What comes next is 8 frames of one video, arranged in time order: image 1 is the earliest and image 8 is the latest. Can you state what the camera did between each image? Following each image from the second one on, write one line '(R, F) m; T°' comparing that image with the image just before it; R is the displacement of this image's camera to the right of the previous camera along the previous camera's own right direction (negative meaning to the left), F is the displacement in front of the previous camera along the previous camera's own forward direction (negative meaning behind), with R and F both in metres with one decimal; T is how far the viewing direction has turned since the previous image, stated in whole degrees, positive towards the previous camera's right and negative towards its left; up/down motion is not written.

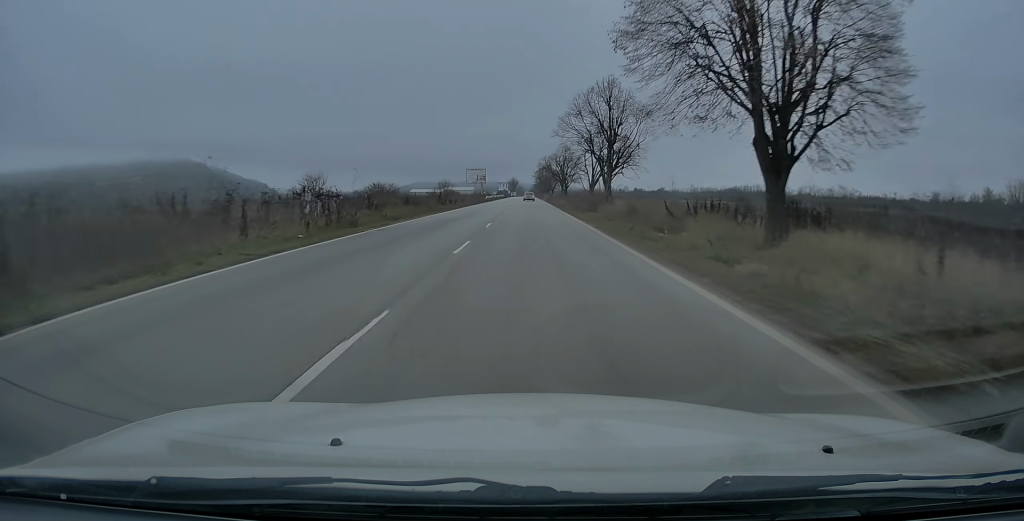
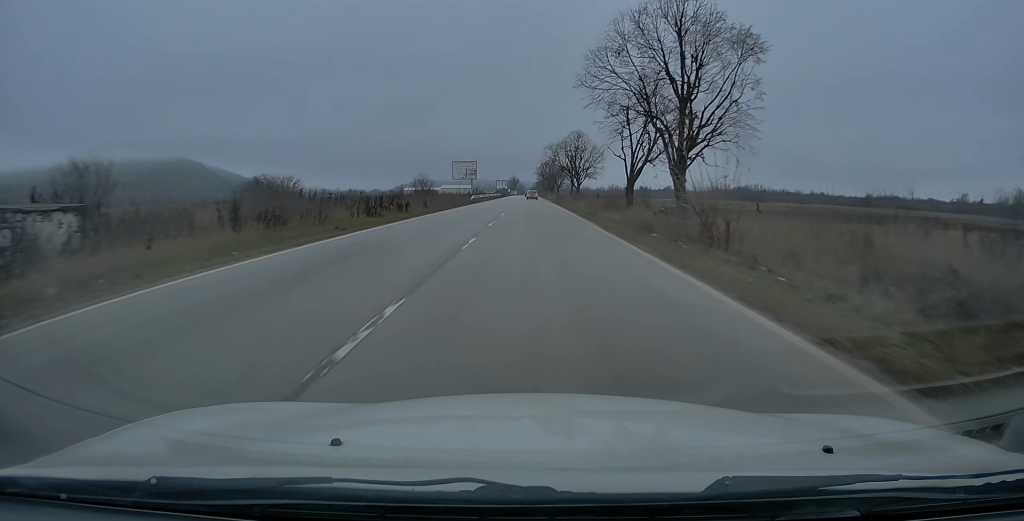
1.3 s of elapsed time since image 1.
(0.0, +26.6) m; 0°
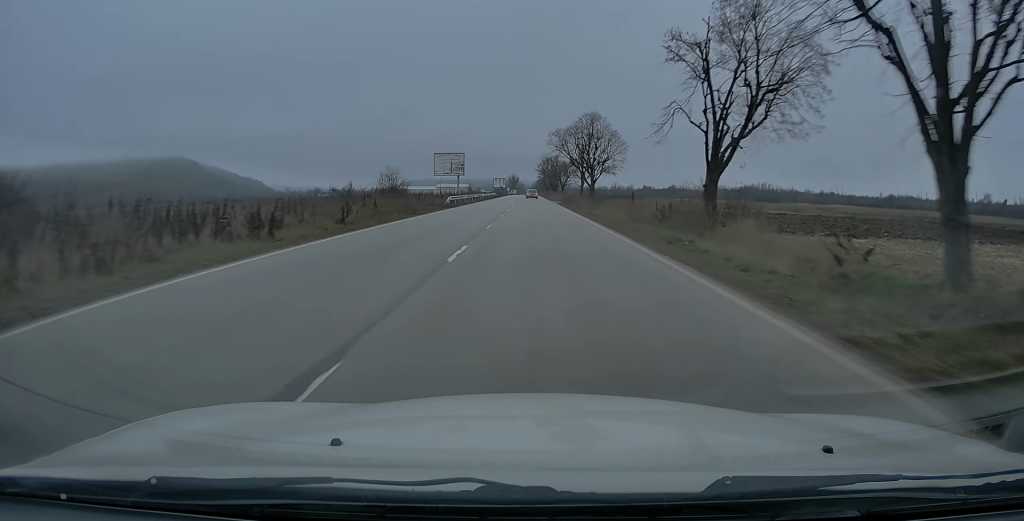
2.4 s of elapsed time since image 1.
(0.0, +20.8) m; 0°
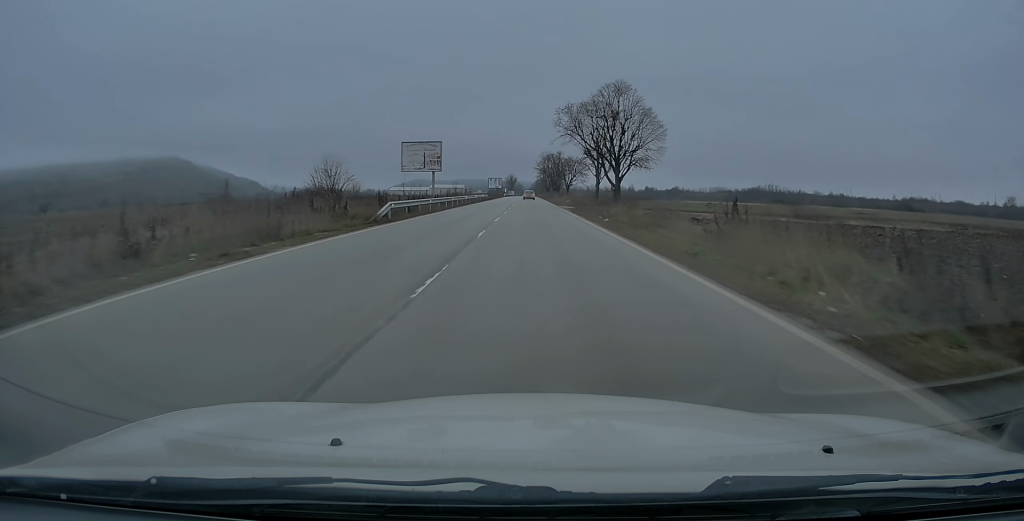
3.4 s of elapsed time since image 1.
(-0.1, +21.5) m; 0°
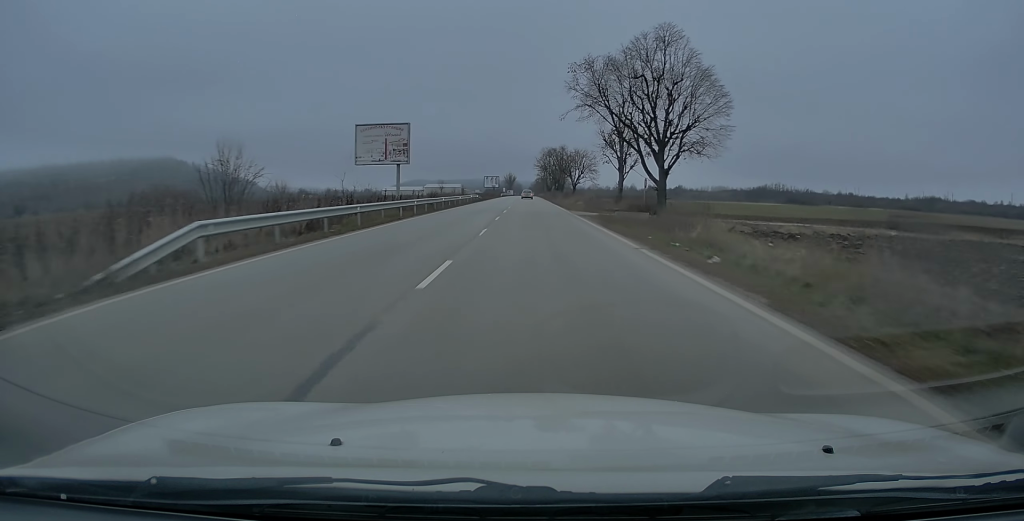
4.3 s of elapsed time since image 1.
(+0.1, +17.5) m; 0°
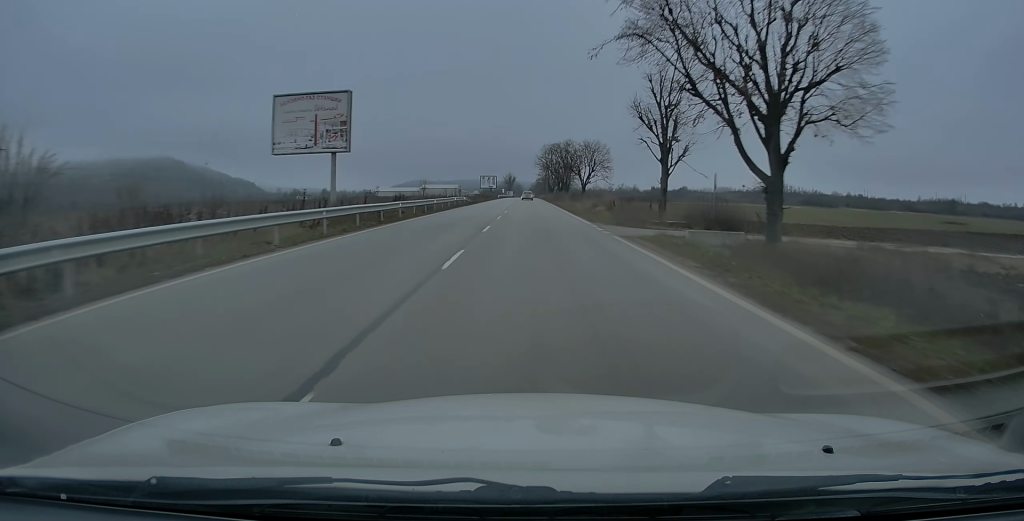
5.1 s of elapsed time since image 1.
(0.0, +16.2) m; 0°
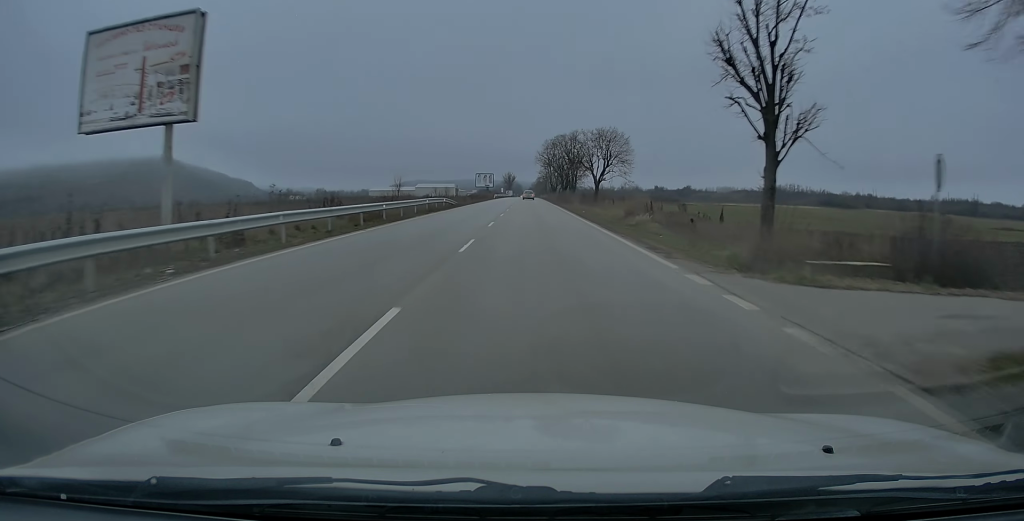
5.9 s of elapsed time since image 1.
(0.0, +15.5) m; 0°
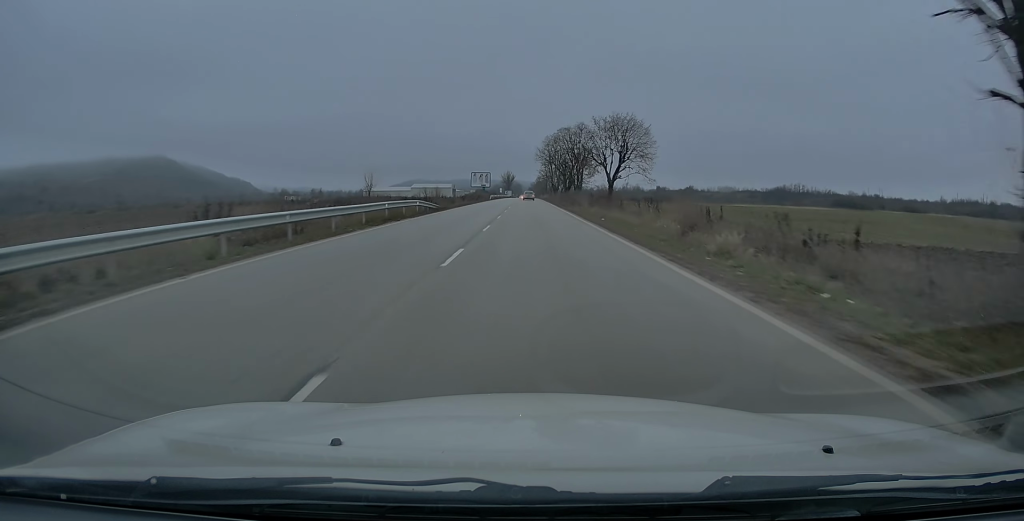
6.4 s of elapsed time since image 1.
(0.0, +11.4) m; 0°
